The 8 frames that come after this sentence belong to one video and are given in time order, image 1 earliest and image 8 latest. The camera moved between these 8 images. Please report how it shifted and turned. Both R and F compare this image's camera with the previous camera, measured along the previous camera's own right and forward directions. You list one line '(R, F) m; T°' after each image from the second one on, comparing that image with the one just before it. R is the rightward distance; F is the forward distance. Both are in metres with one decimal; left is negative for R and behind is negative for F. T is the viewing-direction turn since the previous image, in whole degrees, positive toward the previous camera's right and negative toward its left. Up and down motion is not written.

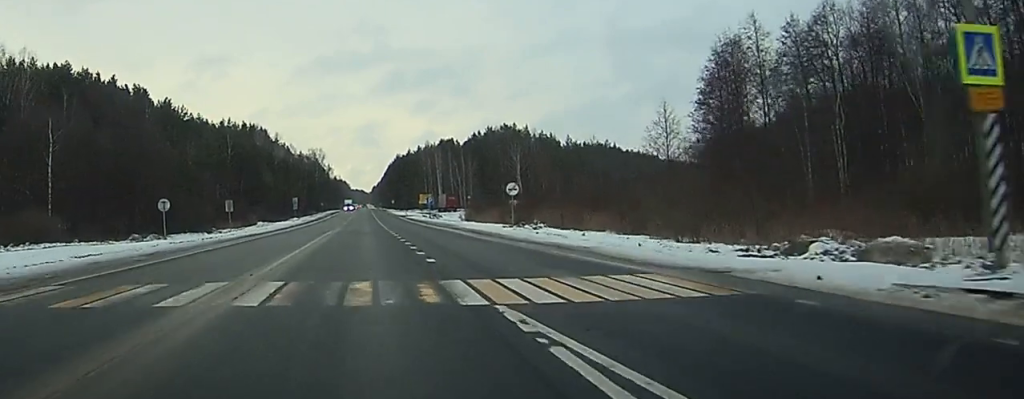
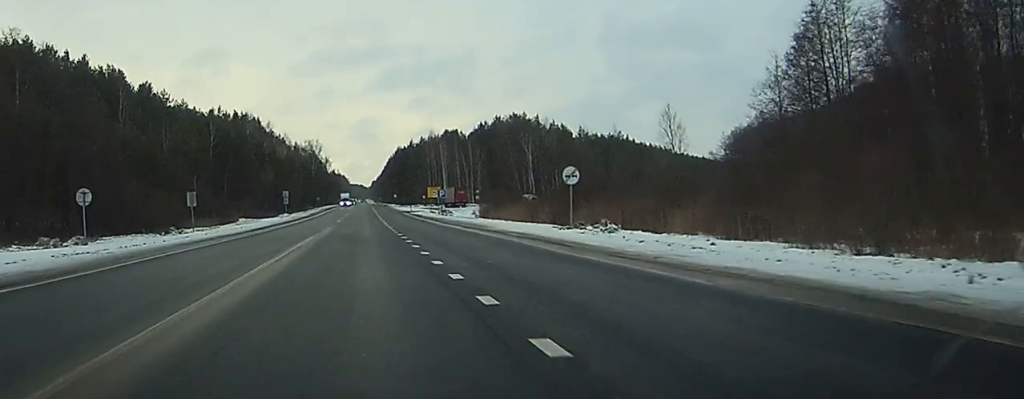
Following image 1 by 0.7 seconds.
(0.0, +18.1) m; 0°
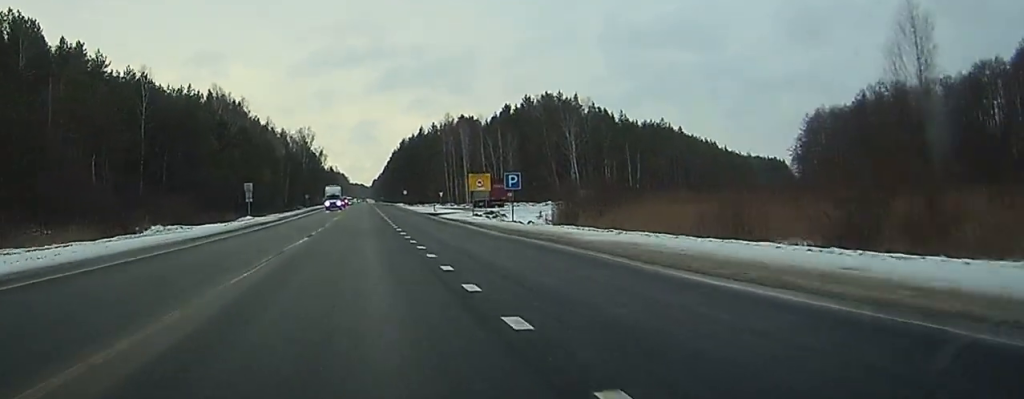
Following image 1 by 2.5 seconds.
(-0.4, +45.1) m; -1°
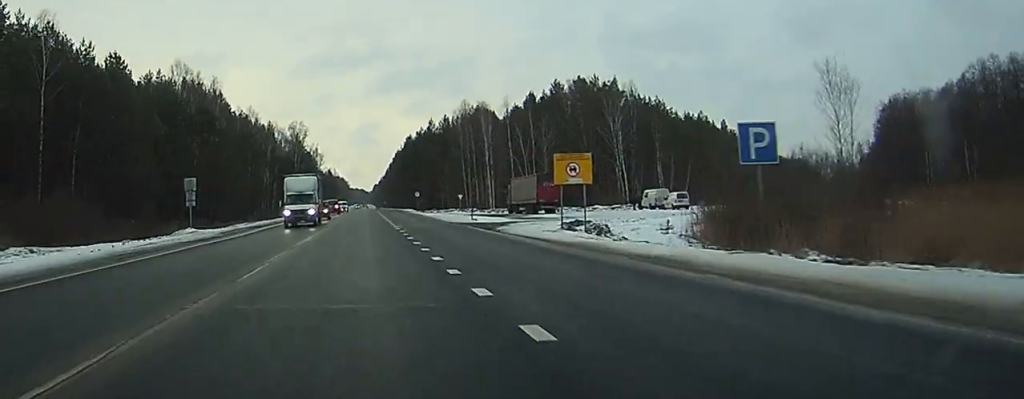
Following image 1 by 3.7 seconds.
(-0.1, +31.5) m; 0°
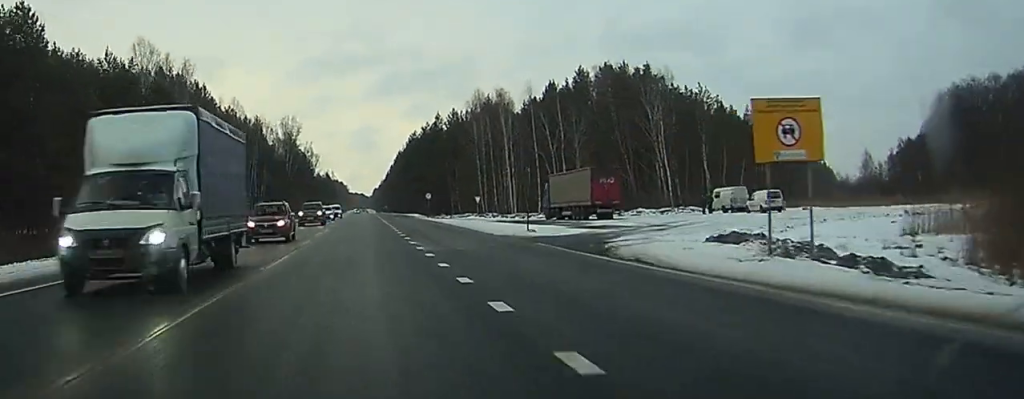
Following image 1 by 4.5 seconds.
(0.0, +20.6) m; 0°
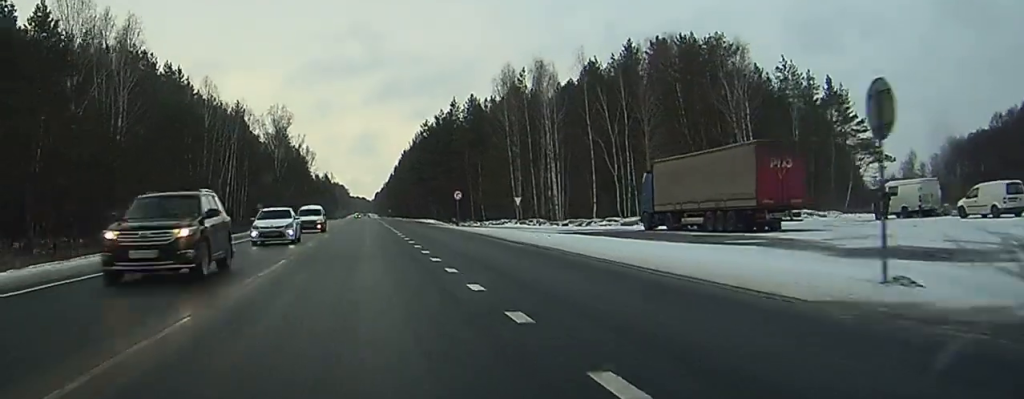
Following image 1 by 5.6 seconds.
(+0.1, +27.9) m; +1°
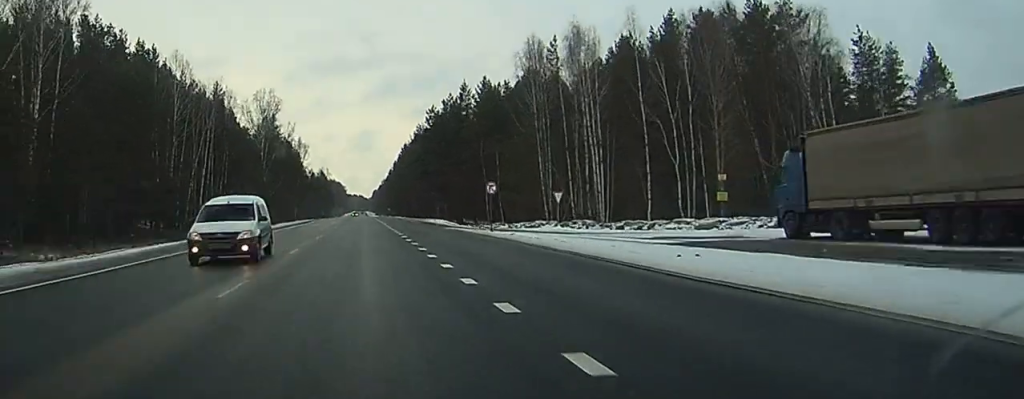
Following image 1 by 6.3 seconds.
(+0.1, +18.6) m; 0°
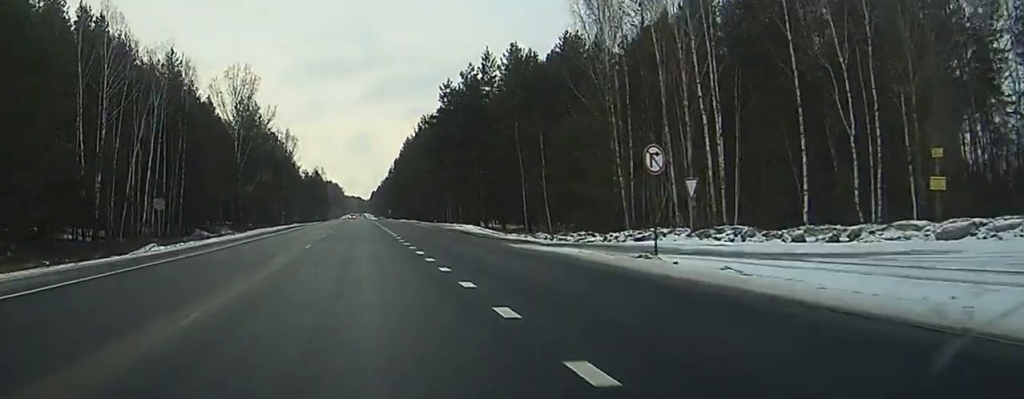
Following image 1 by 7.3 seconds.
(0.0, +28.0) m; -3°
